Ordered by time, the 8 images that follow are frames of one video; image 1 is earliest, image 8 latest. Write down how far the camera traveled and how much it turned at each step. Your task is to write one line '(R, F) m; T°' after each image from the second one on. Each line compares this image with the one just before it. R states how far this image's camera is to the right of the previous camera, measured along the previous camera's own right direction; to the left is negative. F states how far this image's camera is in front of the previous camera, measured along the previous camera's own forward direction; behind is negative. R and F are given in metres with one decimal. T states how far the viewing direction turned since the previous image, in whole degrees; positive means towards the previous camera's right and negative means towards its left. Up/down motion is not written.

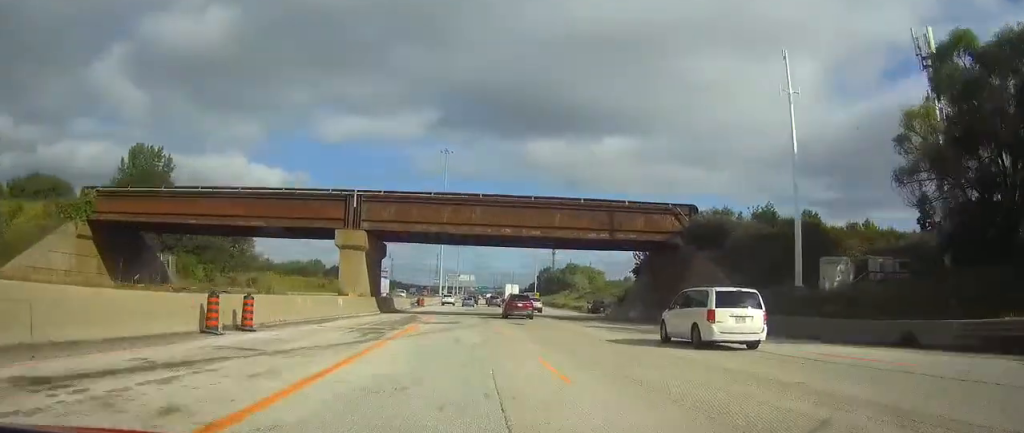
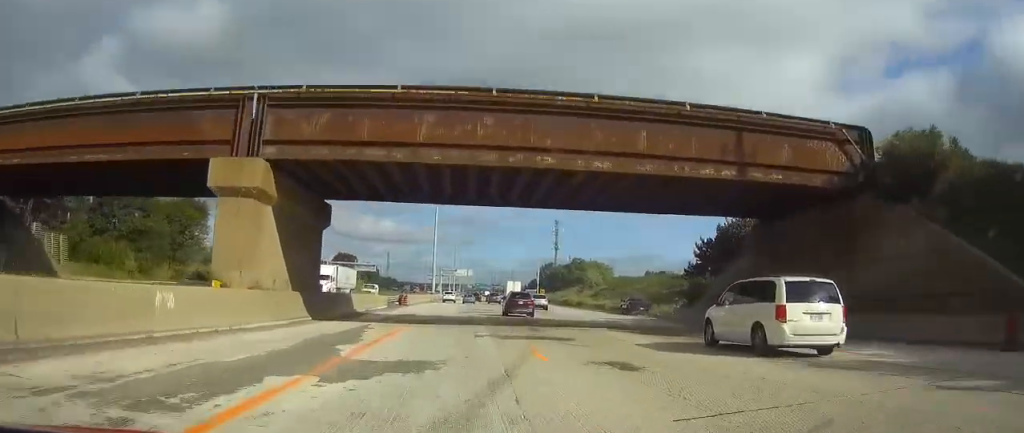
(0.0, +21.9) m; 0°
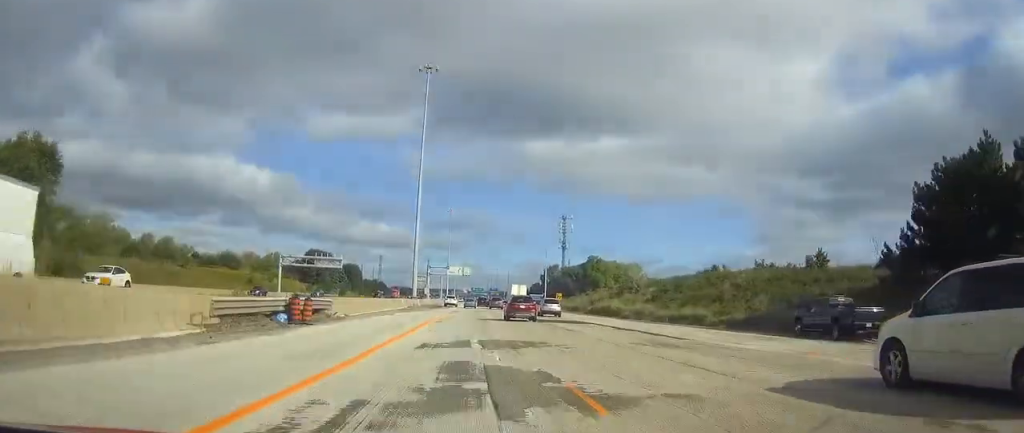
(+0.2, +41.8) m; +1°
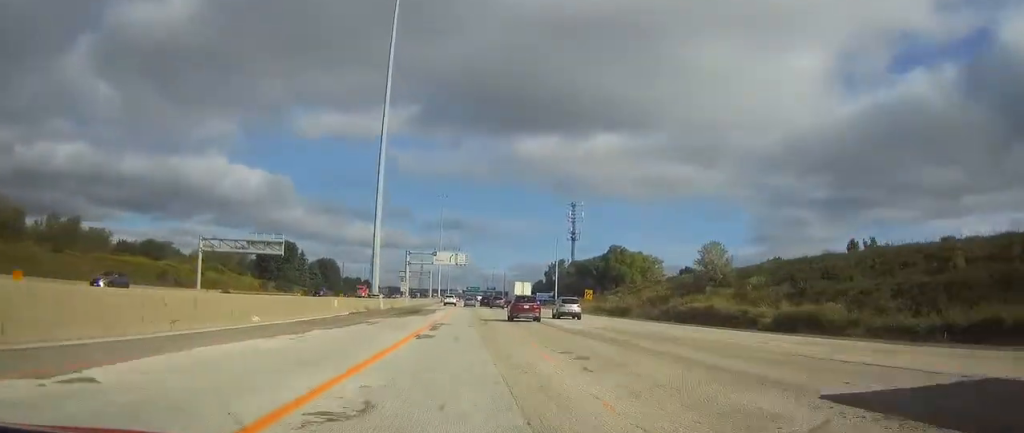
(+0.1, +40.7) m; 0°
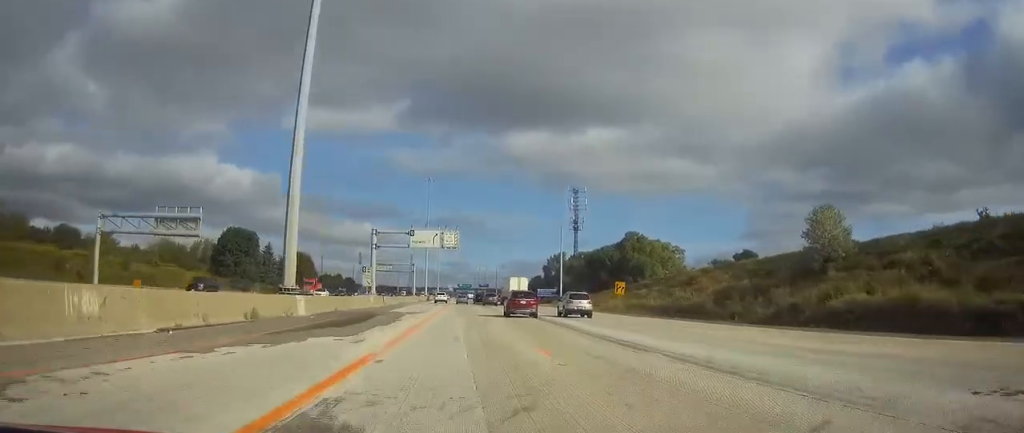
(+0.1, +27.6) m; 0°
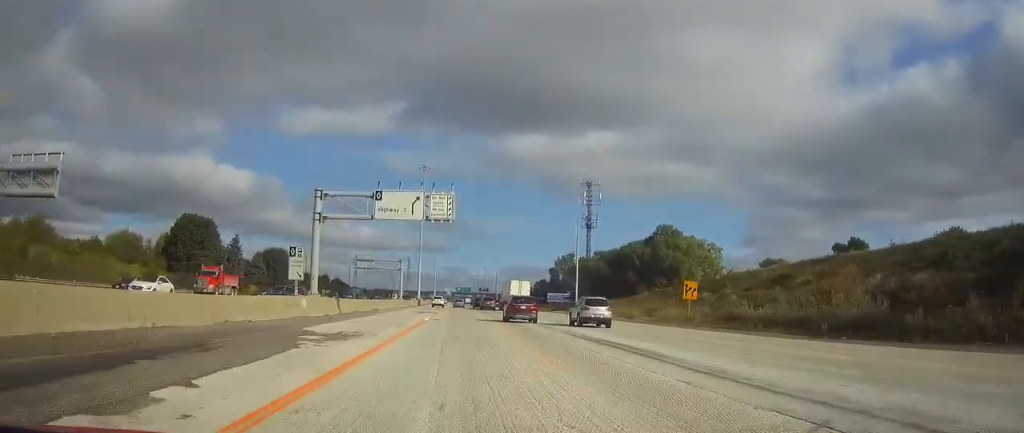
(+0.1, +26.5) m; 0°
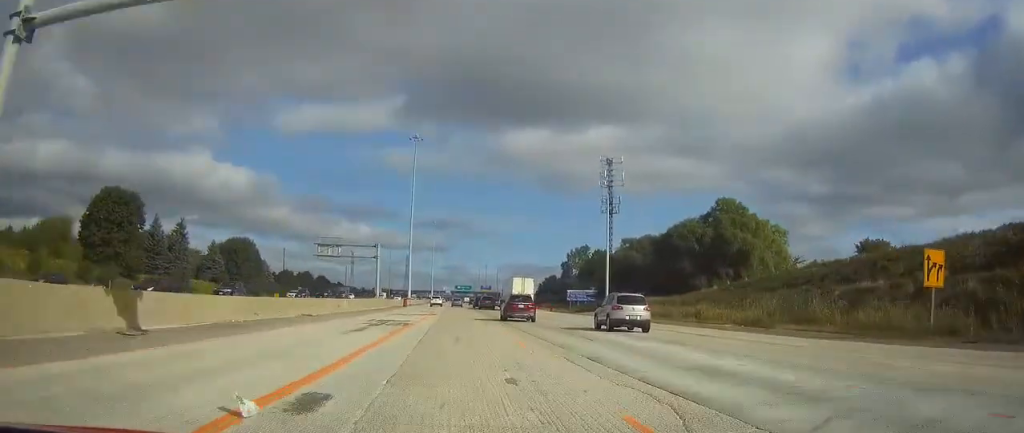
(0.0, +32.2) m; 0°
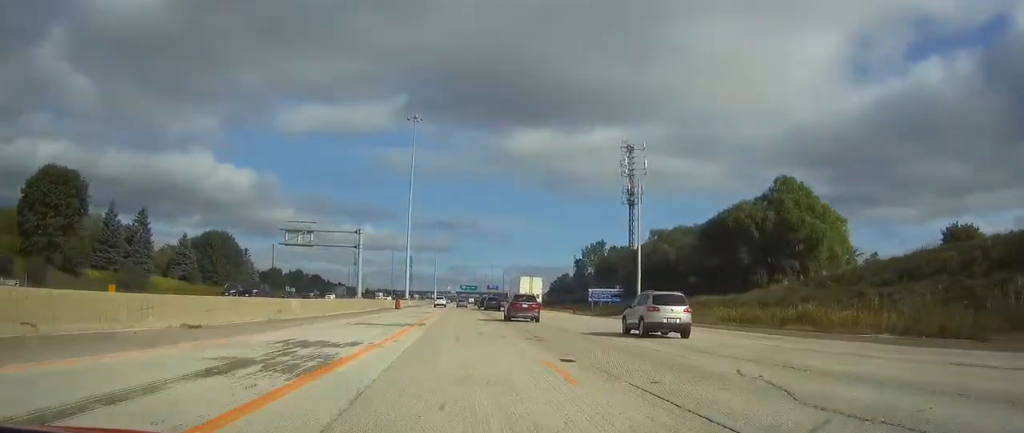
(0.0, +18.5) m; 0°
